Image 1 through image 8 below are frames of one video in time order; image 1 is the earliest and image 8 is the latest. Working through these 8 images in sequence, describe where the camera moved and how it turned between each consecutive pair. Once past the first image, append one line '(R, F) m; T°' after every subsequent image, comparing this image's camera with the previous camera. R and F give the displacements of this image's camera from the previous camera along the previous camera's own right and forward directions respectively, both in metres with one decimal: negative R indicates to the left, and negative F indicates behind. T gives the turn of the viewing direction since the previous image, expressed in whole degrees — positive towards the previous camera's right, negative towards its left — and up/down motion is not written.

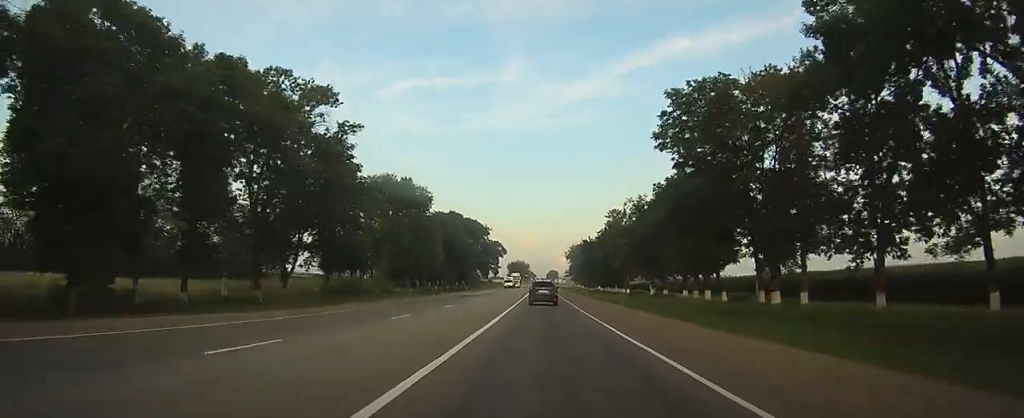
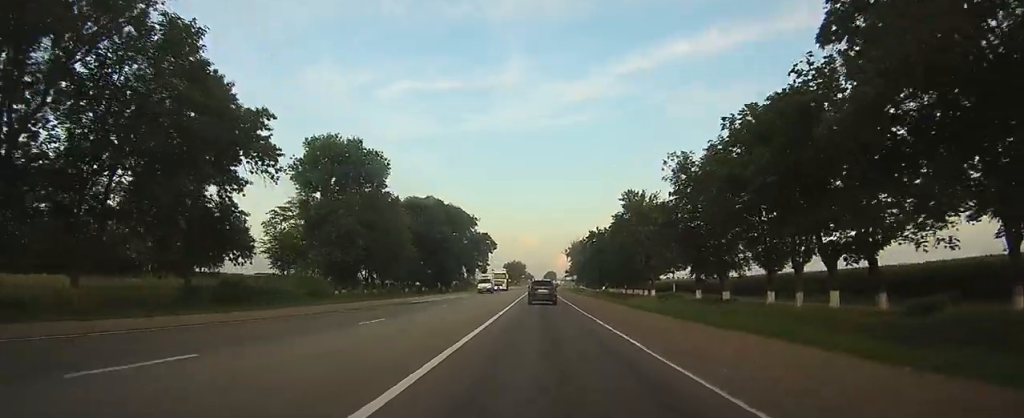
(0.0, +27.1) m; 0°
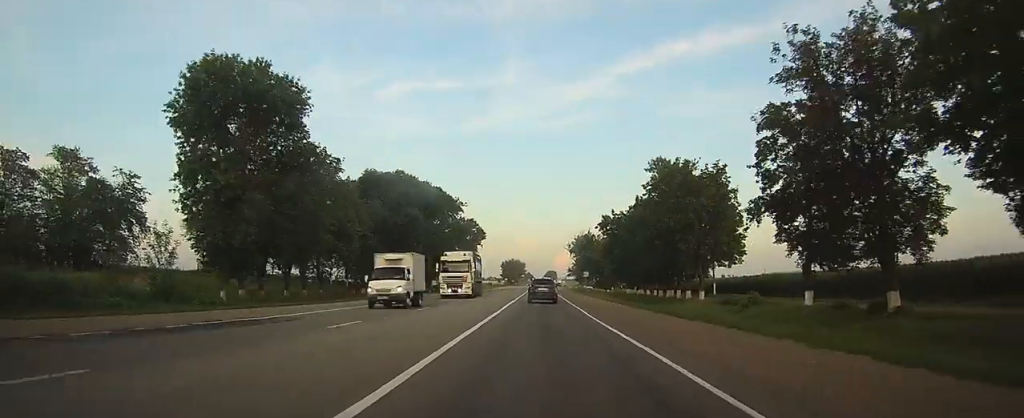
(-0.1, +26.4) m; 0°
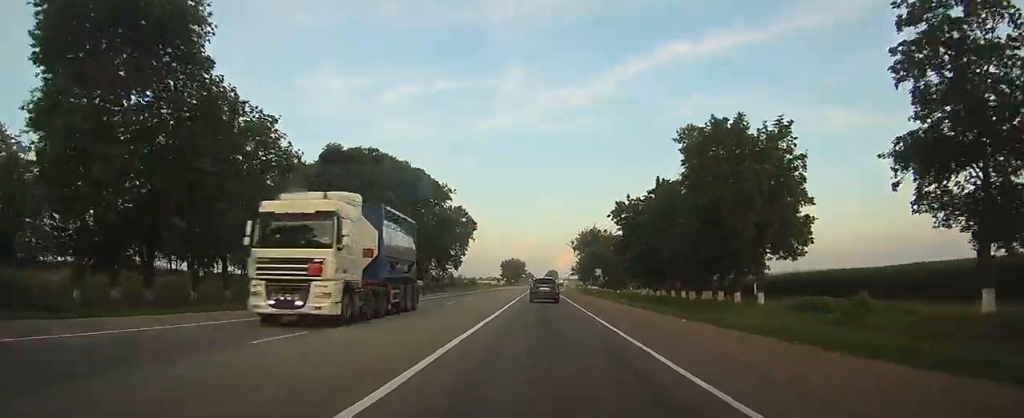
(0.0, +16.3) m; 0°
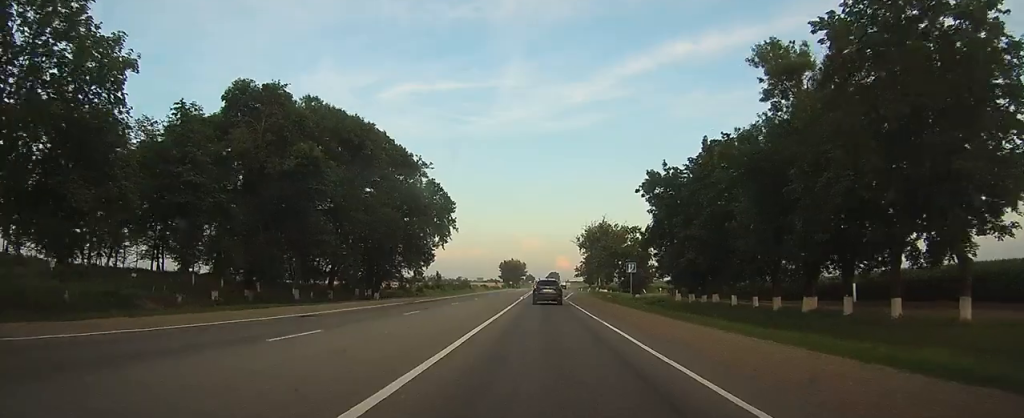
(-0.1, +23.4) m; 0°
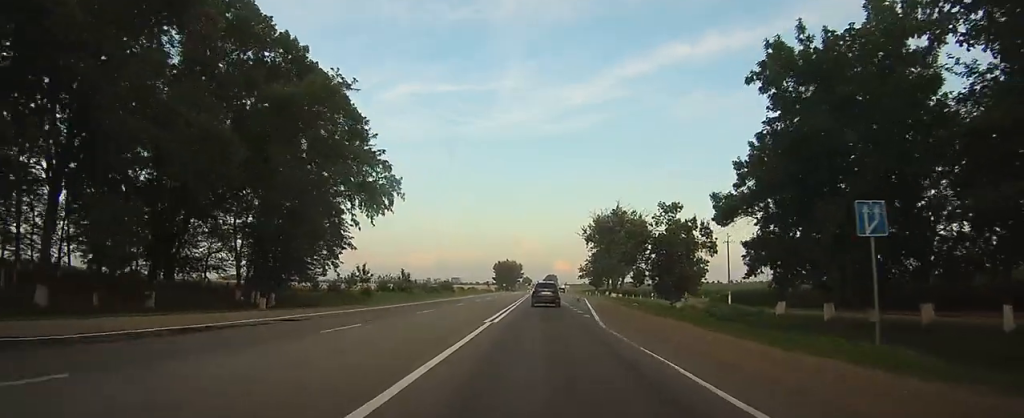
(+0.1, +32.8) m; +1°
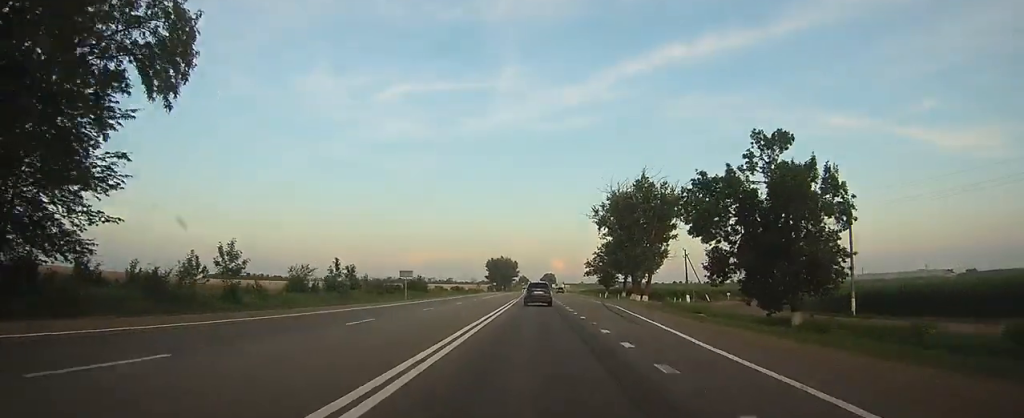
(+0.2, +33.4) m; +1°
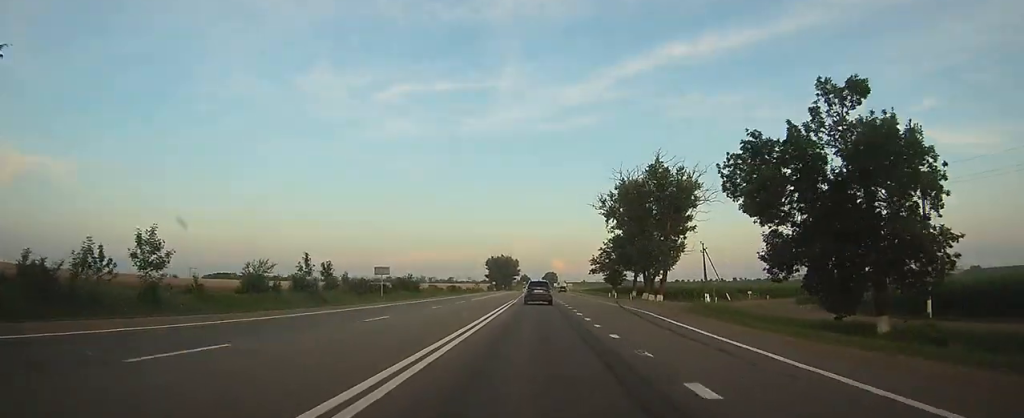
(0.0, +10.1) m; 0°
